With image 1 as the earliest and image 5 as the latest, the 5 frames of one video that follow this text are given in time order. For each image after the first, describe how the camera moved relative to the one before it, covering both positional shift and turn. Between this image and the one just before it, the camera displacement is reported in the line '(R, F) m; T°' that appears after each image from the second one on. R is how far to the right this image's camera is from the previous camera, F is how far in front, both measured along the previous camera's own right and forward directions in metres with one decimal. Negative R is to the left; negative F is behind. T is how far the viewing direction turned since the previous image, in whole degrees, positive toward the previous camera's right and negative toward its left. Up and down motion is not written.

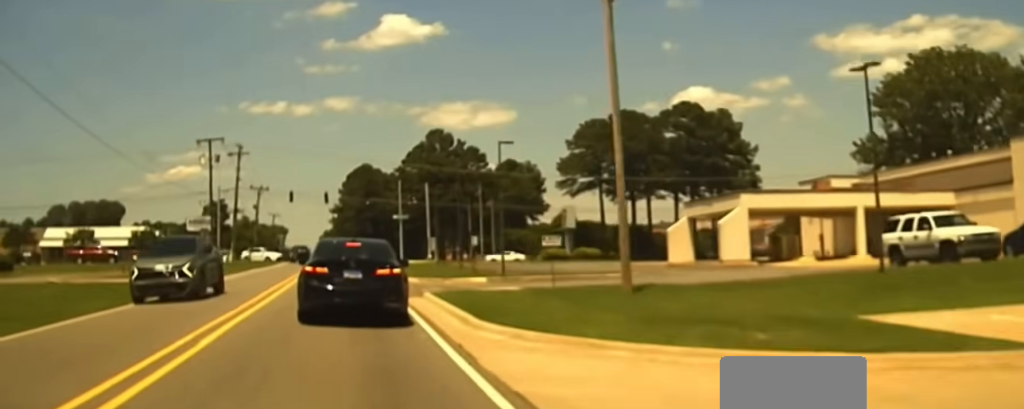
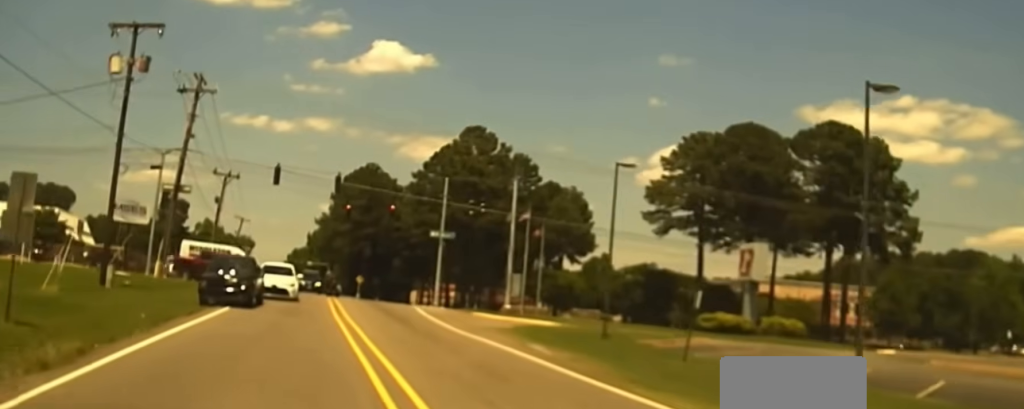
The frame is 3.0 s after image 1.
(-3.4, +41.8) m; -2°
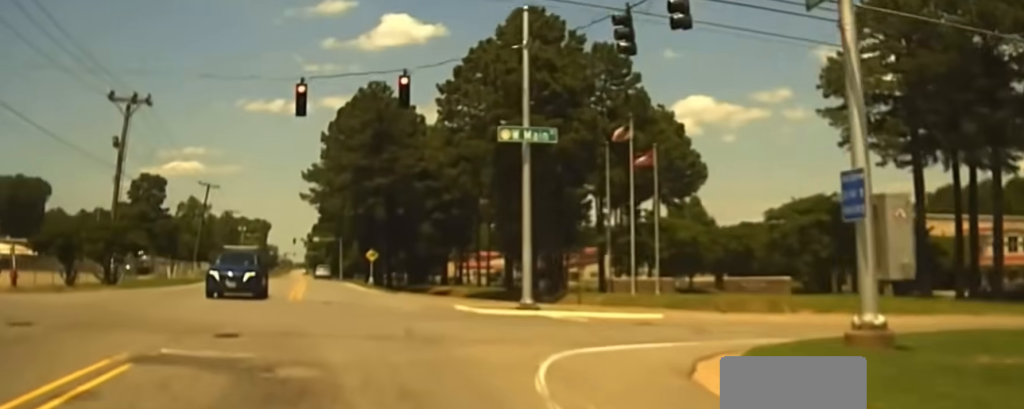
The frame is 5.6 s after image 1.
(+2.1, +41.7) m; -9°
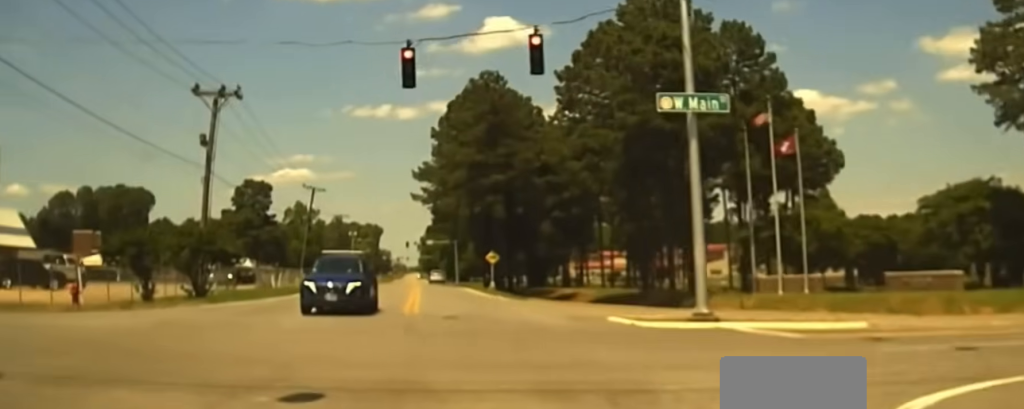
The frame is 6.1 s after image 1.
(0.0, +7.0) m; -10°
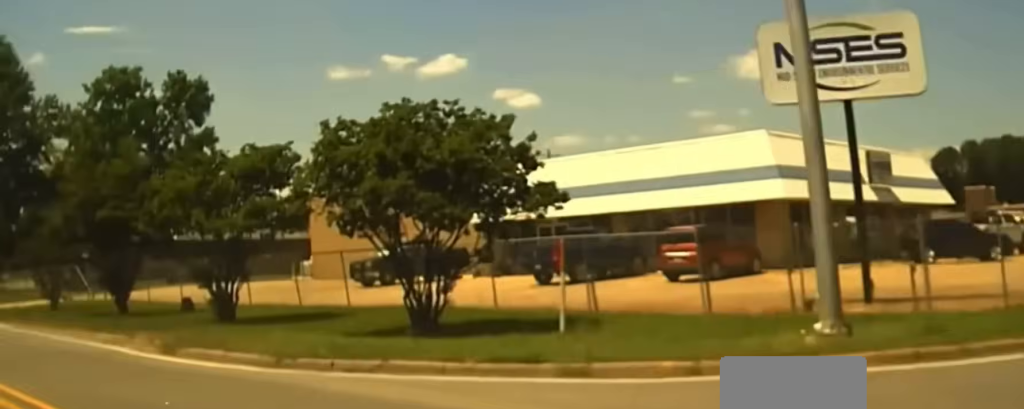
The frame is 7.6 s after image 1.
(-6.7, +17.5) m; -40°
